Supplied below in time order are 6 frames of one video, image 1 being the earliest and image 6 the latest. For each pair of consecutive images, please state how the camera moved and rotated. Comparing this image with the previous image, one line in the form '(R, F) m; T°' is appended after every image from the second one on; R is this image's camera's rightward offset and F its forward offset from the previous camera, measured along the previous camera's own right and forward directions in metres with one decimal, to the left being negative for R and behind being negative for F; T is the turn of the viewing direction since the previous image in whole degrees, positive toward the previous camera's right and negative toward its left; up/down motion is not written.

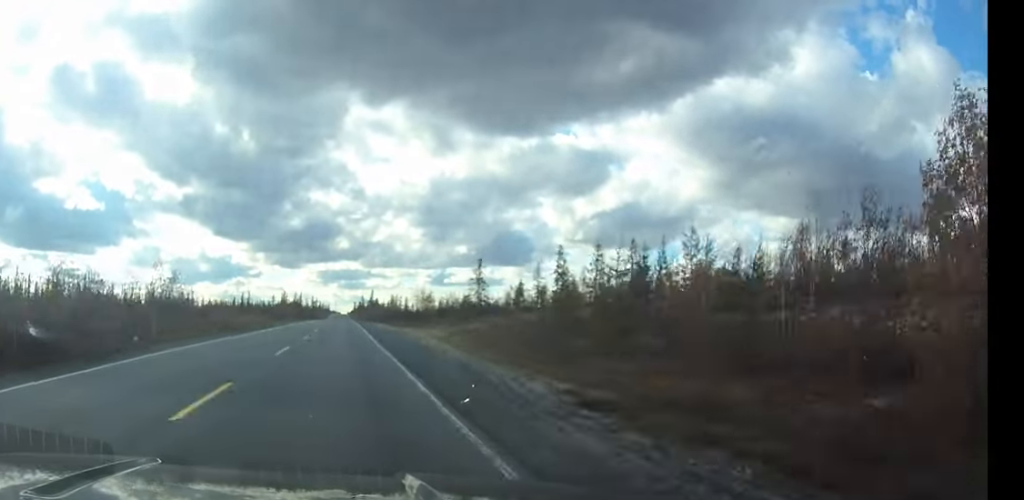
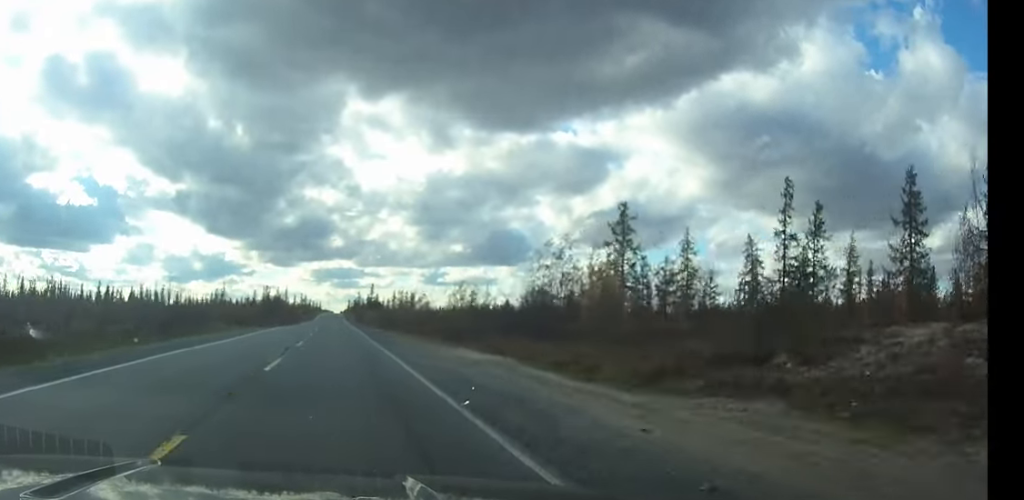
(+0.3, +66.3) m; +1°
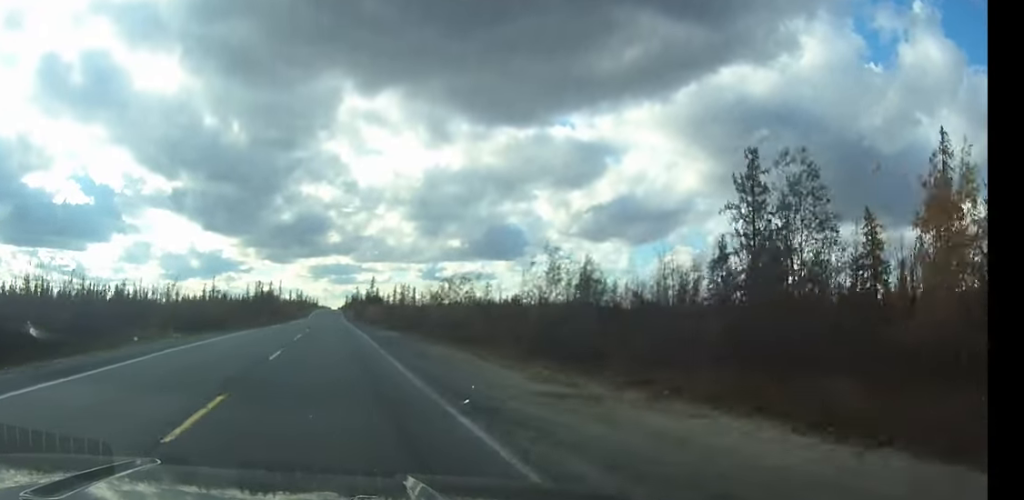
(0.0, +19.9) m; 0°
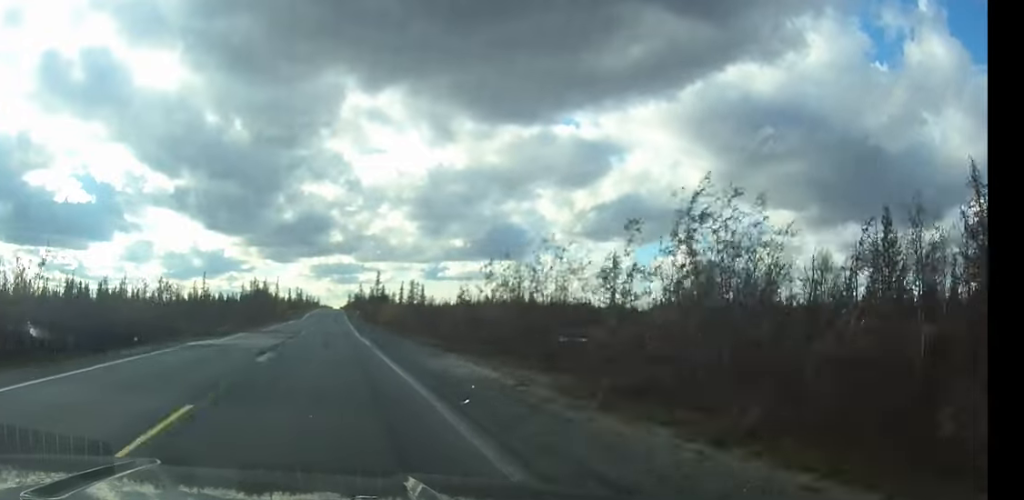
(0.0, +24.4) m; 0°
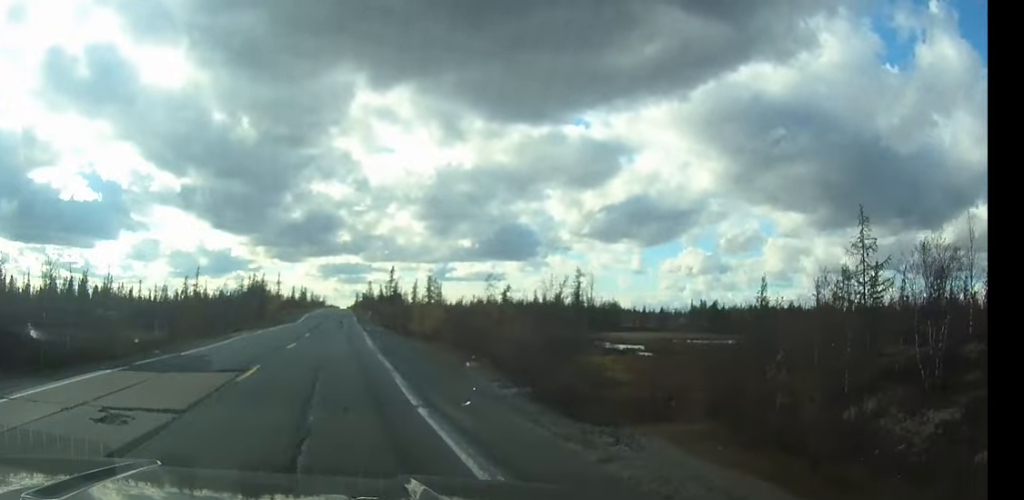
(-0.1, +25.8) m; 0°
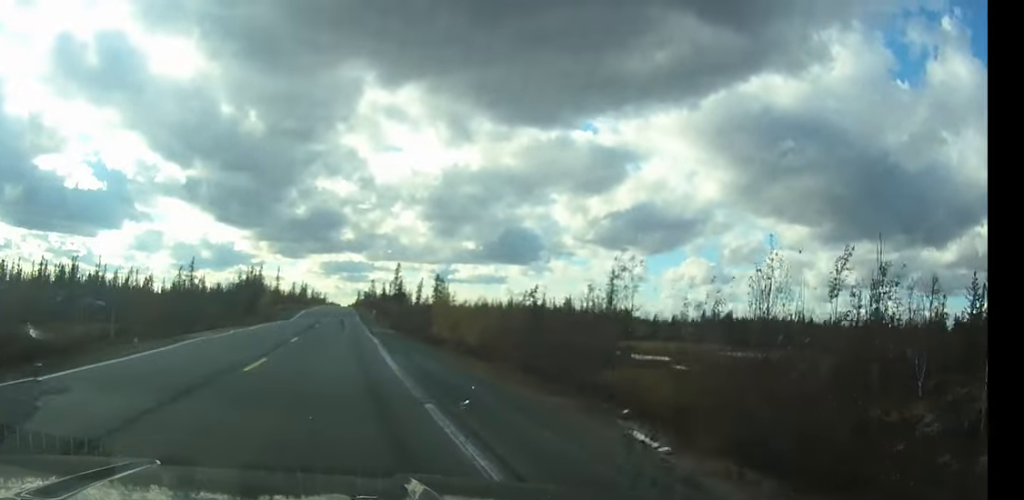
(0.0, +11.7) m; 0°
